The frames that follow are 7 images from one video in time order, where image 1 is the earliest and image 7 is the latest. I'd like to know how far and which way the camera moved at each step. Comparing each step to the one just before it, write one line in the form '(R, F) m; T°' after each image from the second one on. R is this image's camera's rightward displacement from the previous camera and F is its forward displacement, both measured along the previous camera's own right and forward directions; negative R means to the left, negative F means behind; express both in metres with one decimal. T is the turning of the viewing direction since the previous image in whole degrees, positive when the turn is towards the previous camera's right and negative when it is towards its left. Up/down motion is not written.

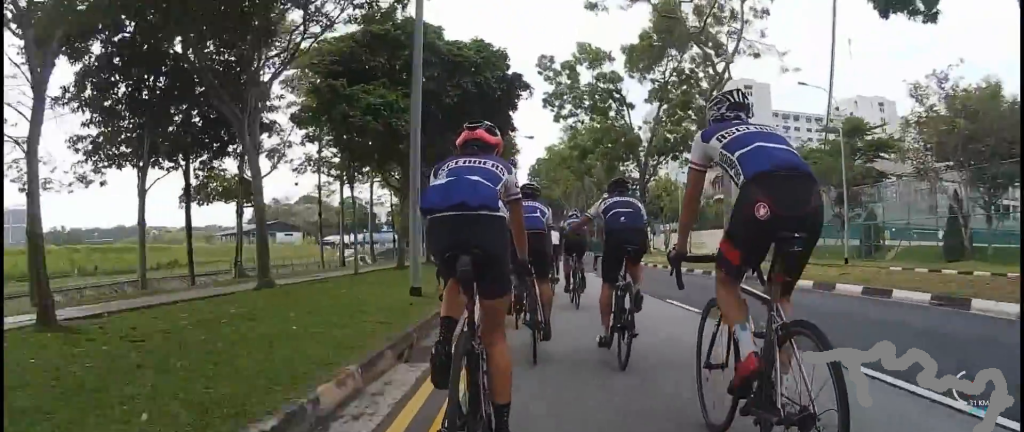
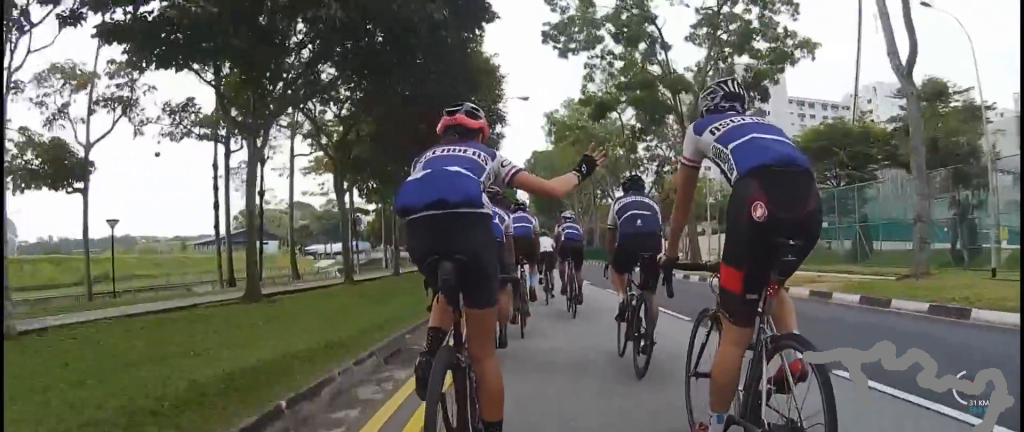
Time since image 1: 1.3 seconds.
(-0.7, +11.6) m; -8°
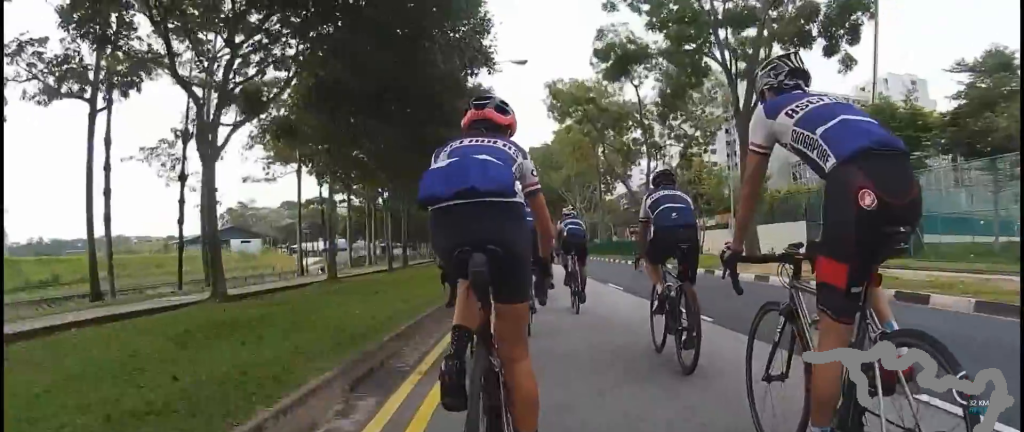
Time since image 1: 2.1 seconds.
(-0.1, +7.0) m; -1°
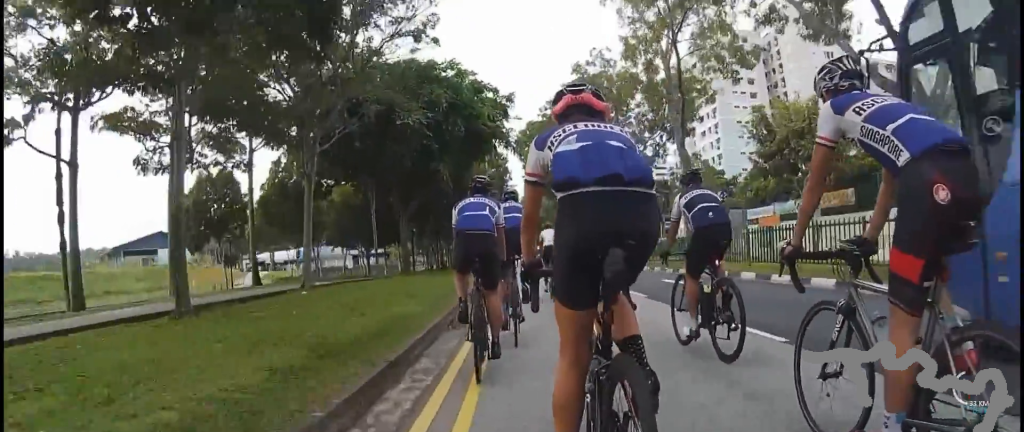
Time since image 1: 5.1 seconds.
(0.0, +27.2) m; +1°
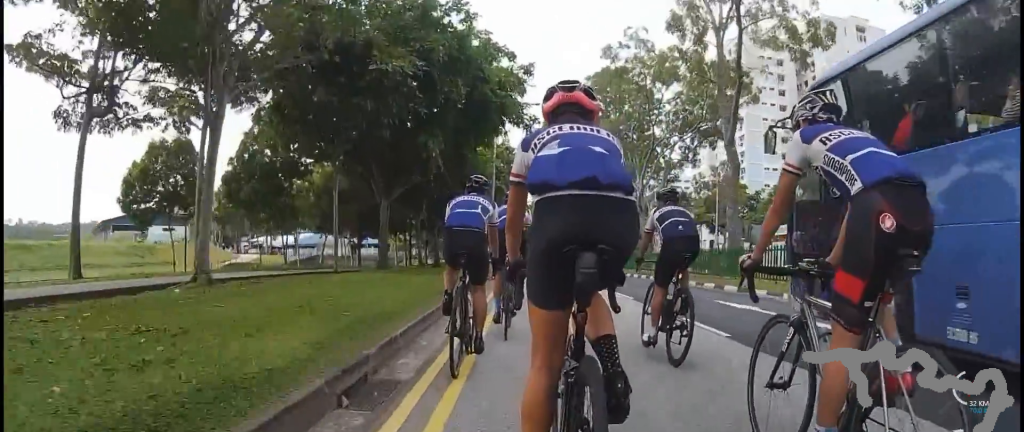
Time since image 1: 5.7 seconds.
(0.0, +5.1) m; +3°
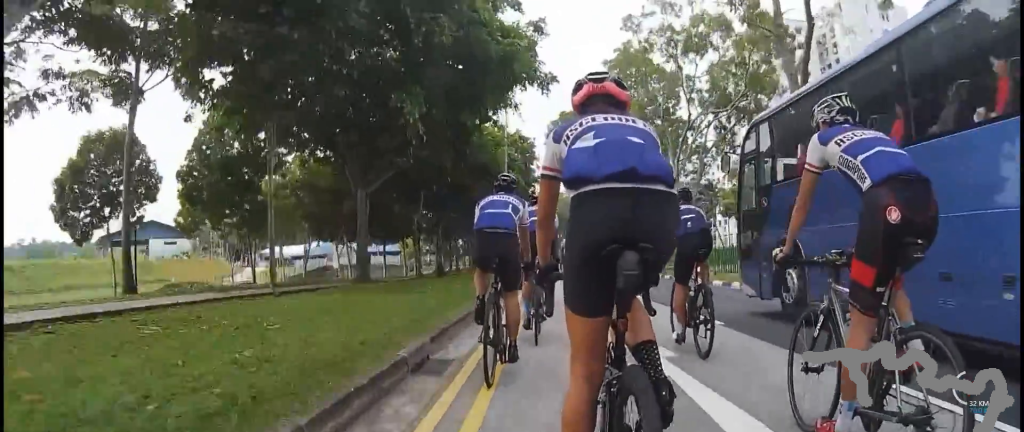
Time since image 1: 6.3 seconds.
(-0.1, +5.2) m; +6°
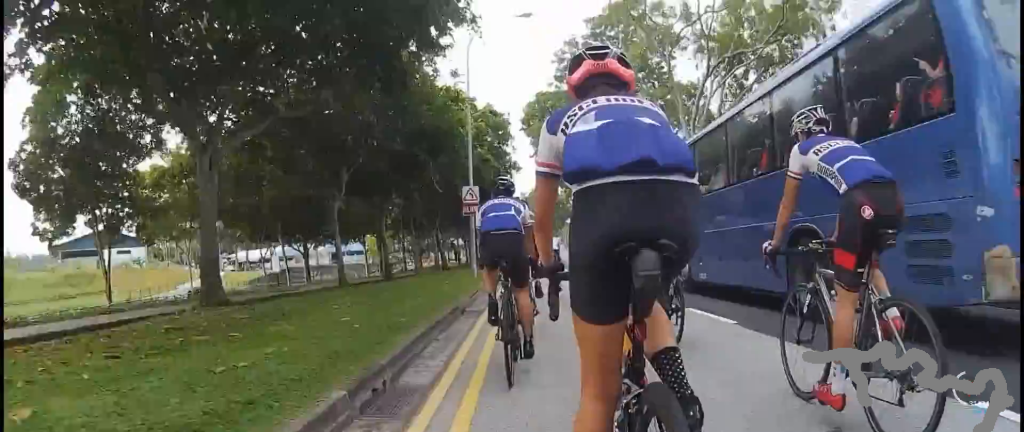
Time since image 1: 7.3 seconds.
(+1.0, +8.2) m; 0°
